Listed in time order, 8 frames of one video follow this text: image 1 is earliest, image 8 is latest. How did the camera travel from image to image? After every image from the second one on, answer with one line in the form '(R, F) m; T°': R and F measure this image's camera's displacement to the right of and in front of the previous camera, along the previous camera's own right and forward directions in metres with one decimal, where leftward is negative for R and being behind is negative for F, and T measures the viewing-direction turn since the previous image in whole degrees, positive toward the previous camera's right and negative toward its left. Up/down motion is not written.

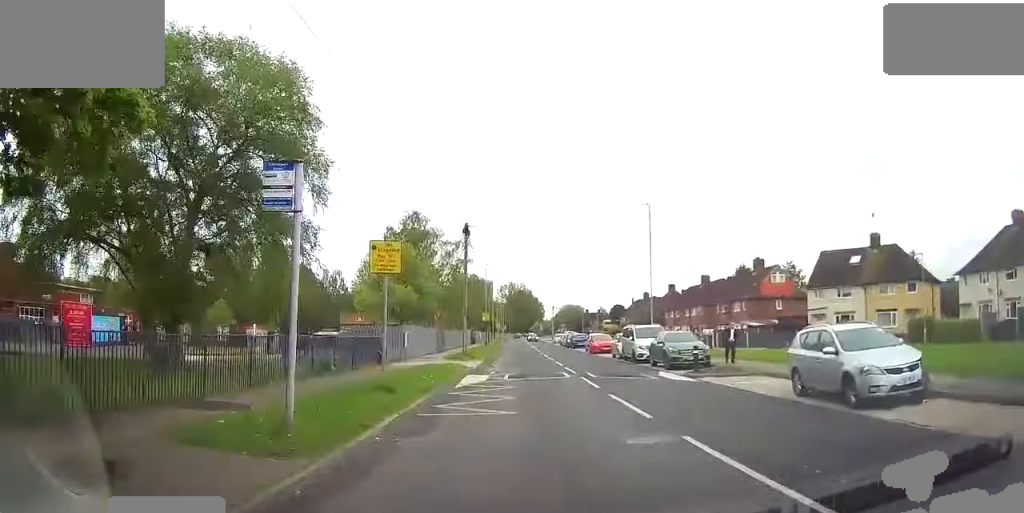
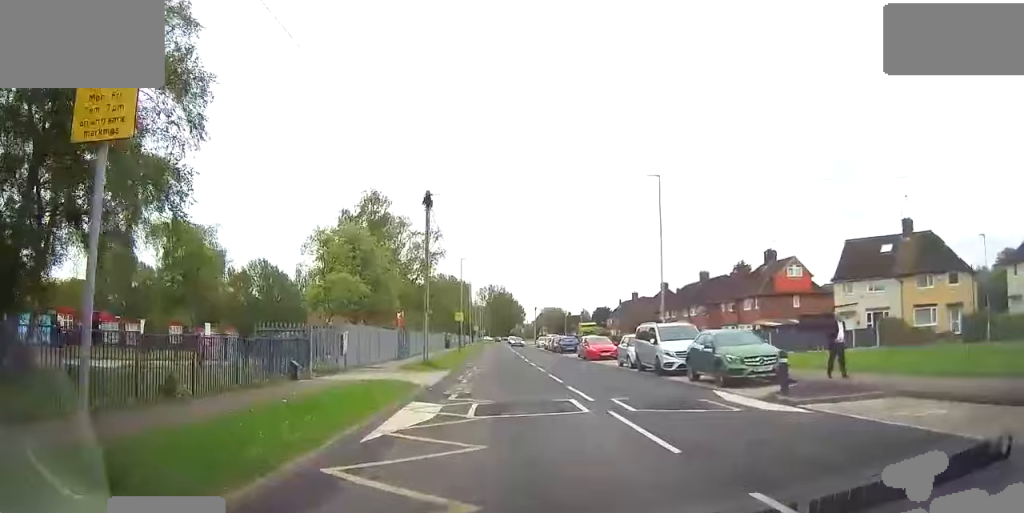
(+0.1, +9.4) m; +1°
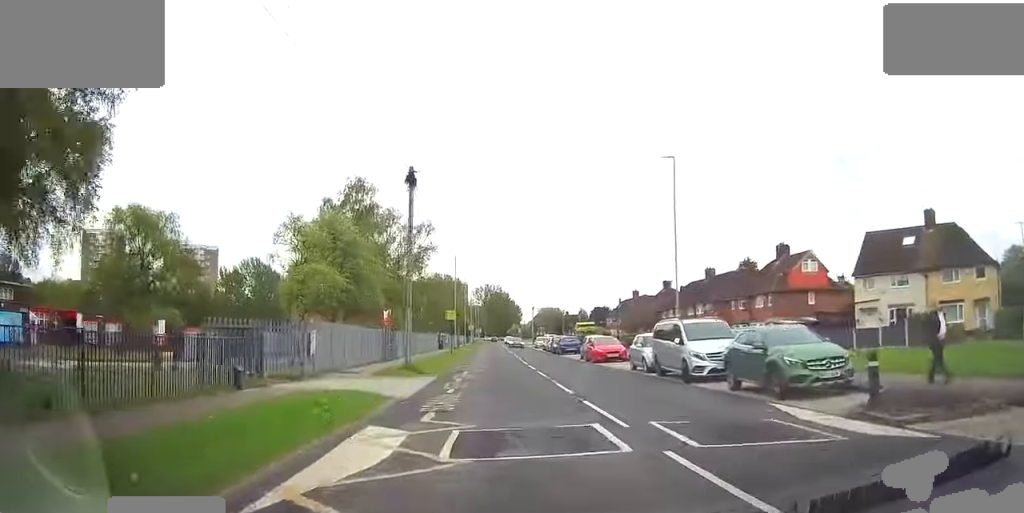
(-0.1, +4.0) m; 0°
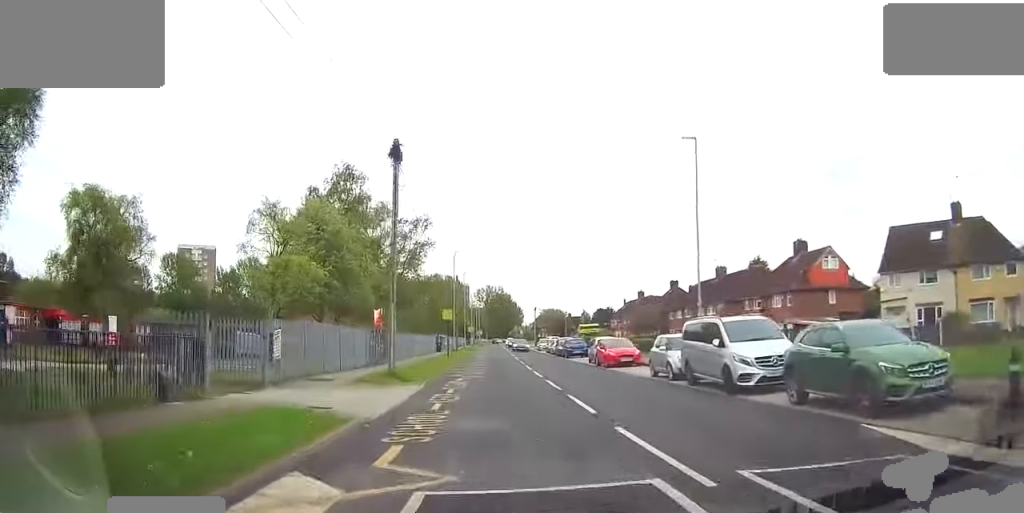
(+0.1, +3.7) m; 0°
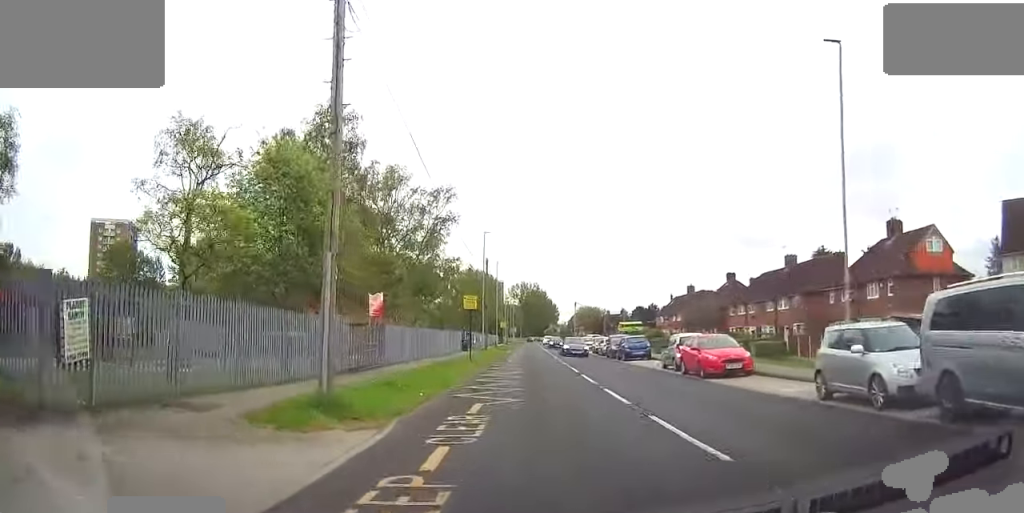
(-0.2, +11.0) m; -3°
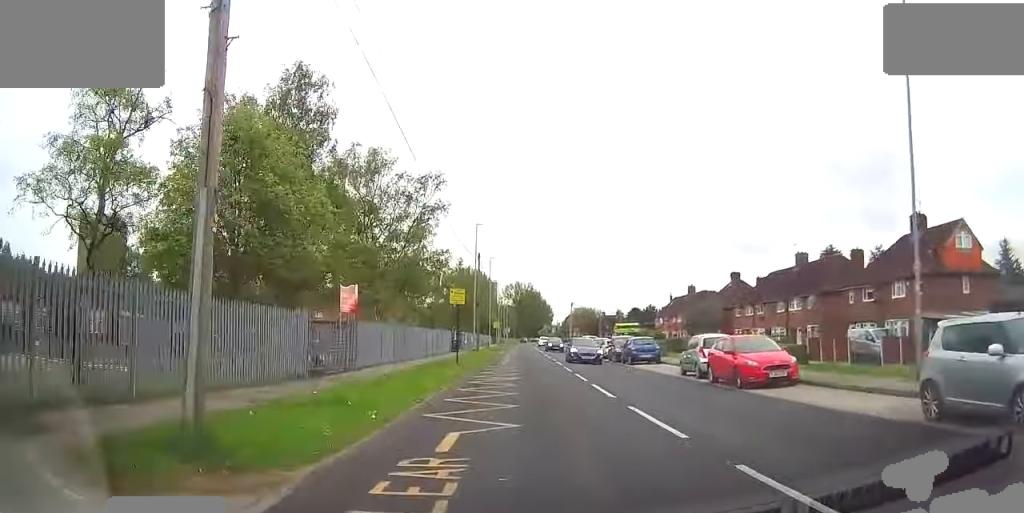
(-0.1, +4.2) m; 0°
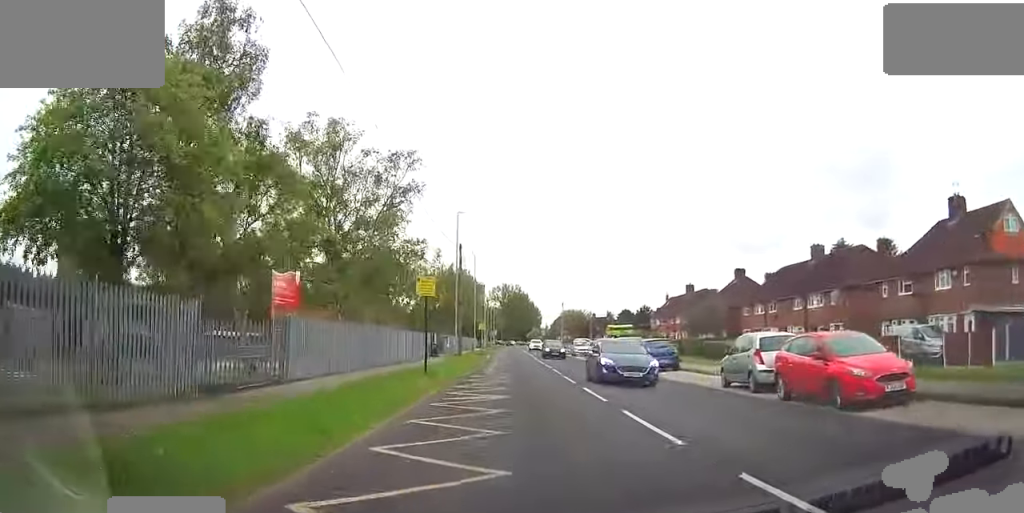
(0.0, +6.4) m; +1°
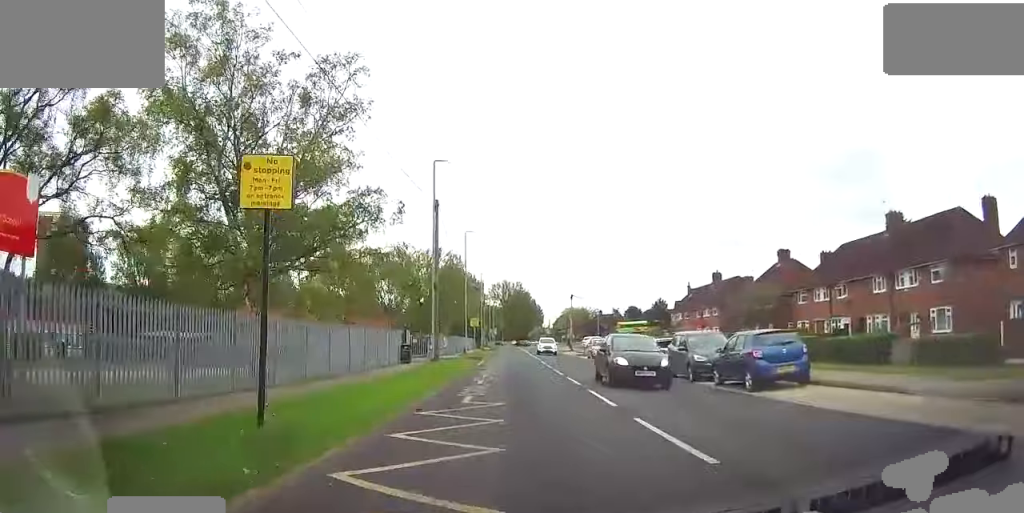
(+0.1, +13.7) m; +3°
